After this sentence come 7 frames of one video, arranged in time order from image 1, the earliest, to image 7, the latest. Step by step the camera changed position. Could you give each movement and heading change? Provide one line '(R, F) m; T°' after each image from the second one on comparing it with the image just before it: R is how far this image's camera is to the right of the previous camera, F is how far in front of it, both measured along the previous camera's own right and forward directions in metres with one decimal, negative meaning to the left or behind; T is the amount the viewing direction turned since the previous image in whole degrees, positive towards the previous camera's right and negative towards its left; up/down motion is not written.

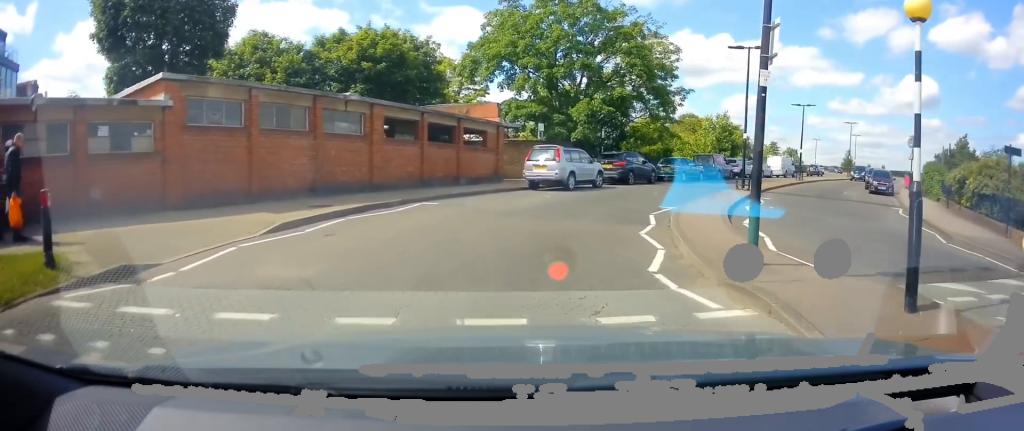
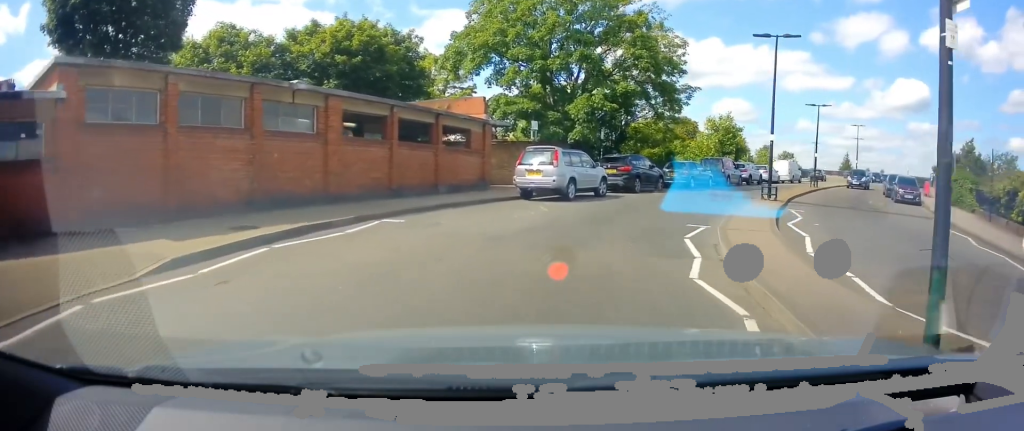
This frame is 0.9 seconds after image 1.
(+0.1, +3.8) m; 0°
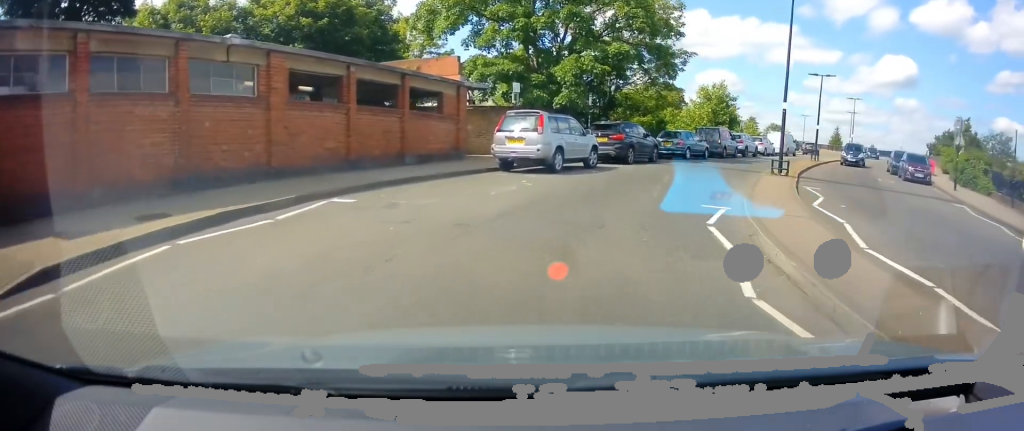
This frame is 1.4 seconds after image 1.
(0.0, +2.2) m; +2°
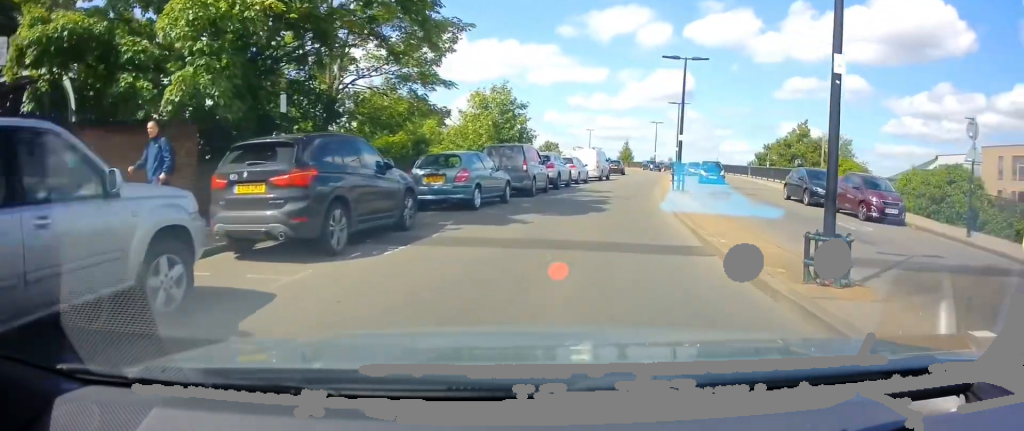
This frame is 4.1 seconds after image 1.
(+2.7, +12.8) m; +21°
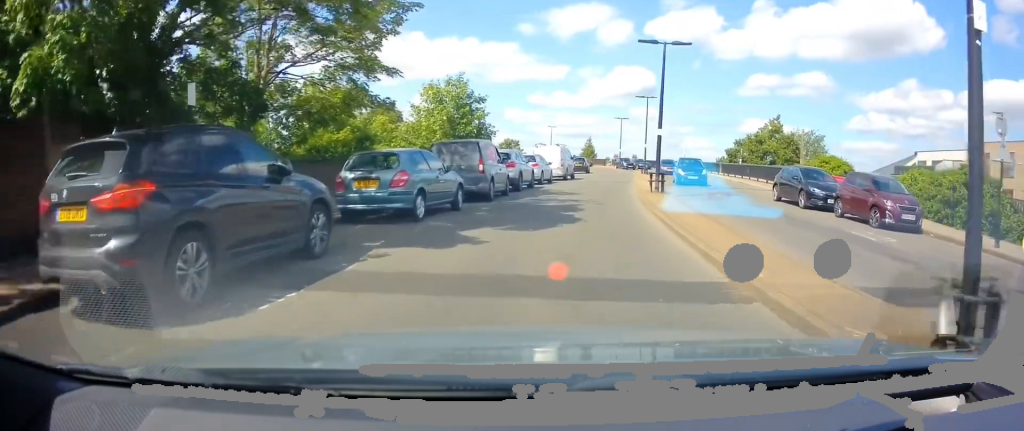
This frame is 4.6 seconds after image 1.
(+0.1, +2.7) m; +3°
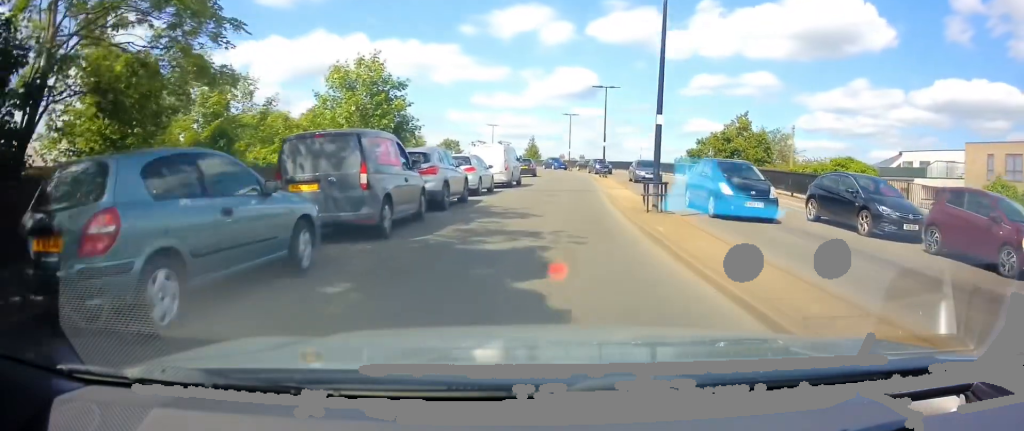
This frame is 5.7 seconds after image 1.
(+0.6, +7.2) m; +8°
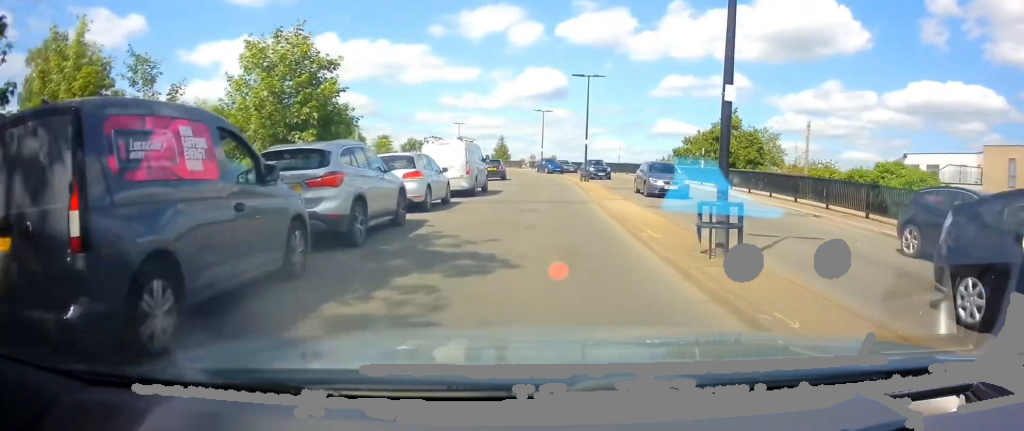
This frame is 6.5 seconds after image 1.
(+0.3, +5.6) m; +3°
